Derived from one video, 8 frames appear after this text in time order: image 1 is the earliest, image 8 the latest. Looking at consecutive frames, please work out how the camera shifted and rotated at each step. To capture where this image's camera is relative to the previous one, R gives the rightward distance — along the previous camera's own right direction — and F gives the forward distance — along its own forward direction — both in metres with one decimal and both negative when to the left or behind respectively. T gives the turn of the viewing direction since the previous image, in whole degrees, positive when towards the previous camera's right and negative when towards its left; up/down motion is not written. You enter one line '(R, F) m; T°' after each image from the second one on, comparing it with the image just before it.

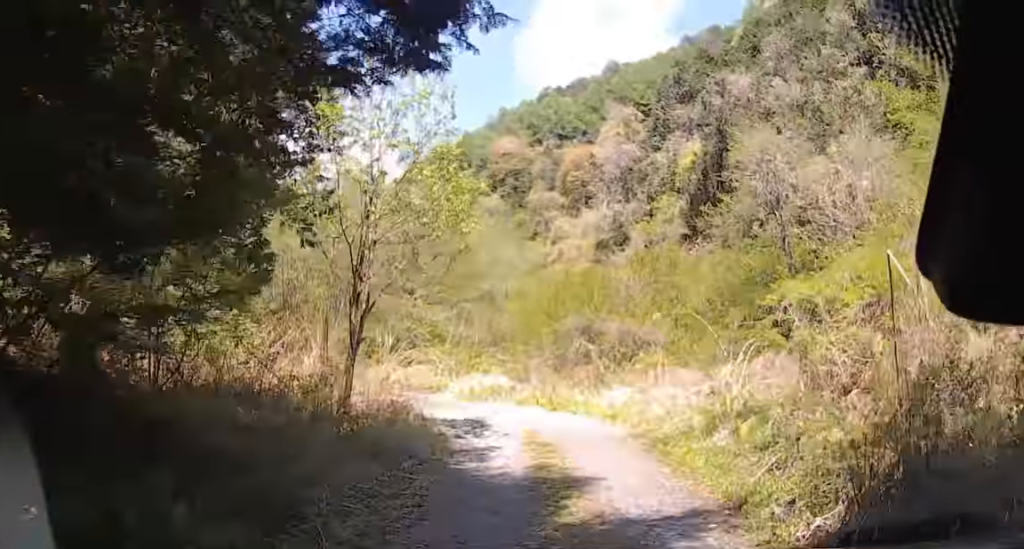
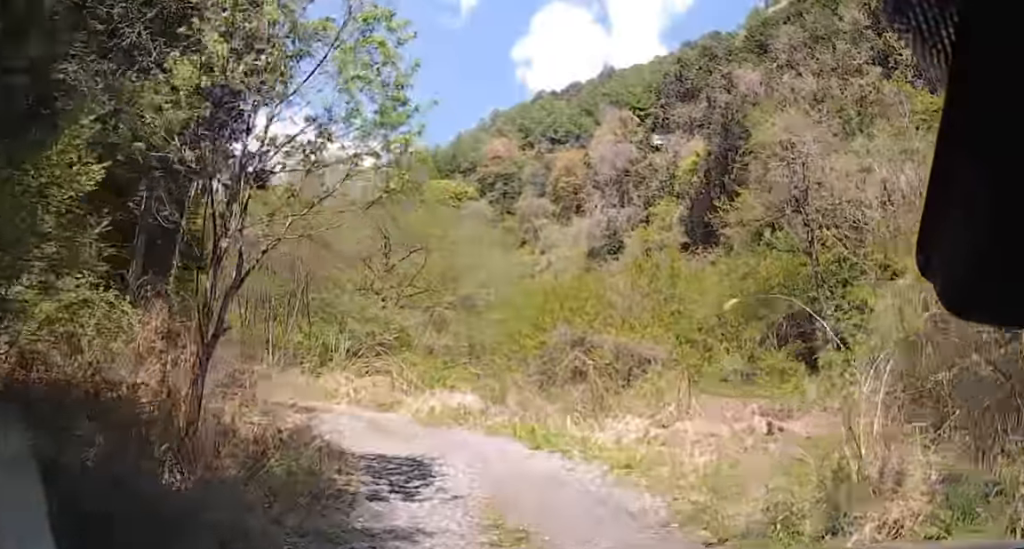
(-0.6, +4.9) m; -5°
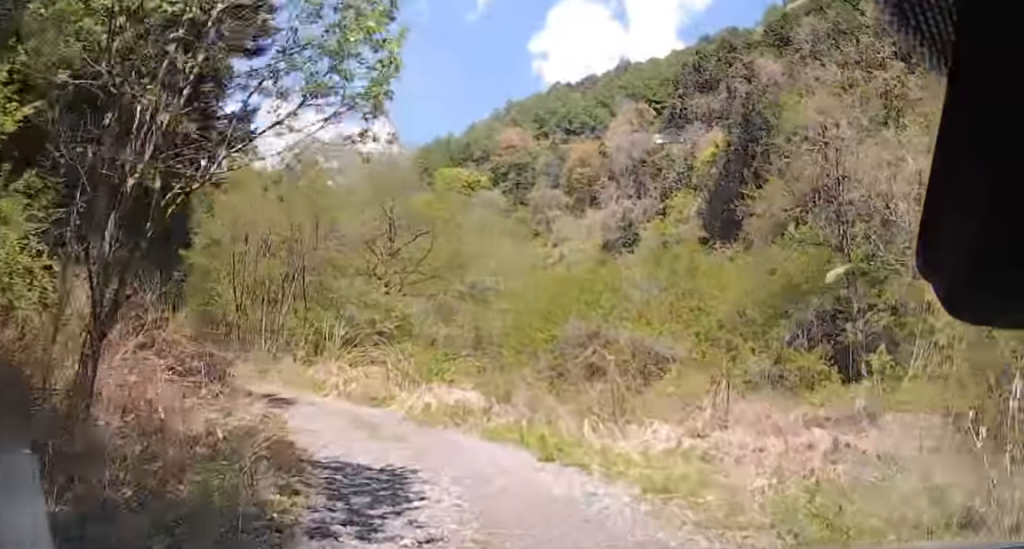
(-0.4, +2.1) m; +5°
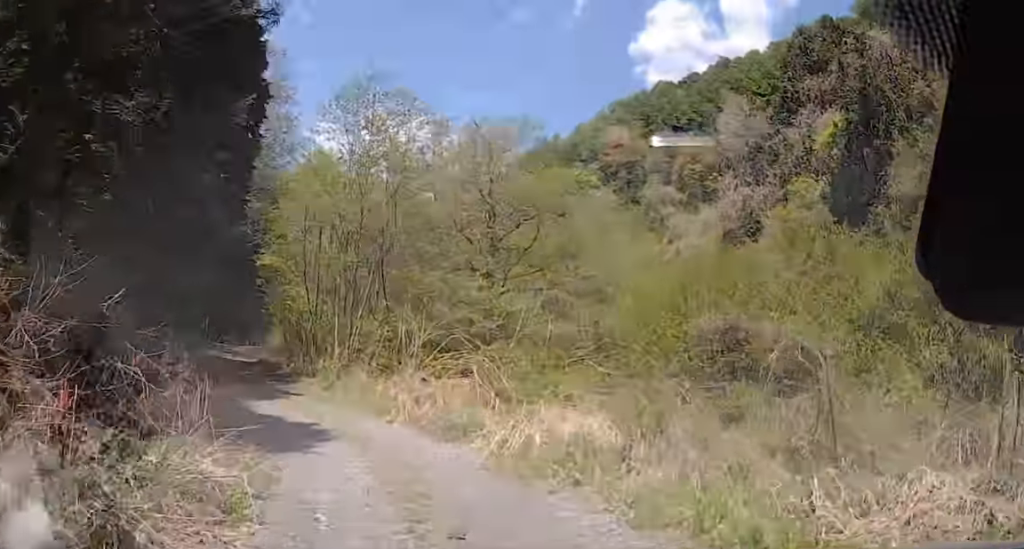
(+1.3, +5.3) m; +8°
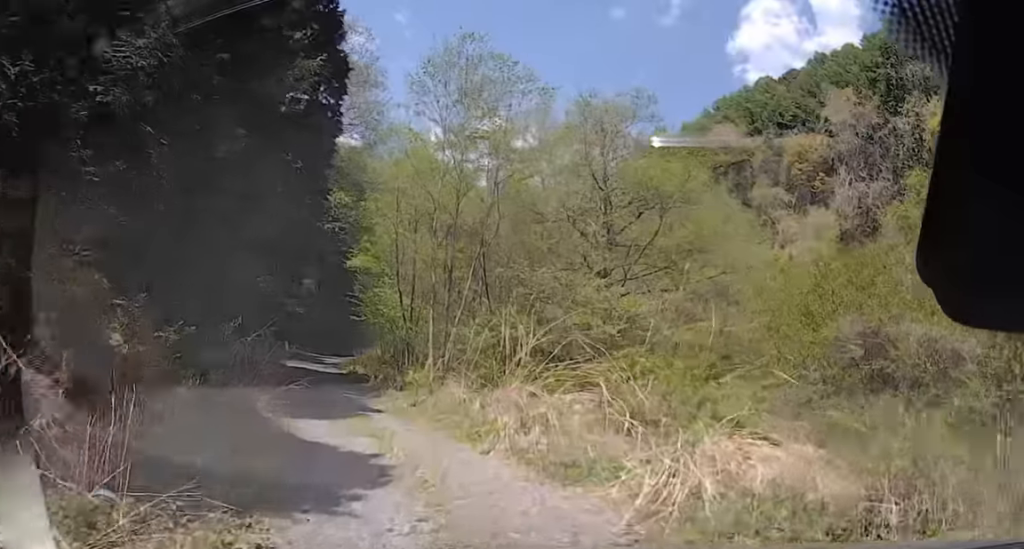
(-0.3, +4.4) m; -5°
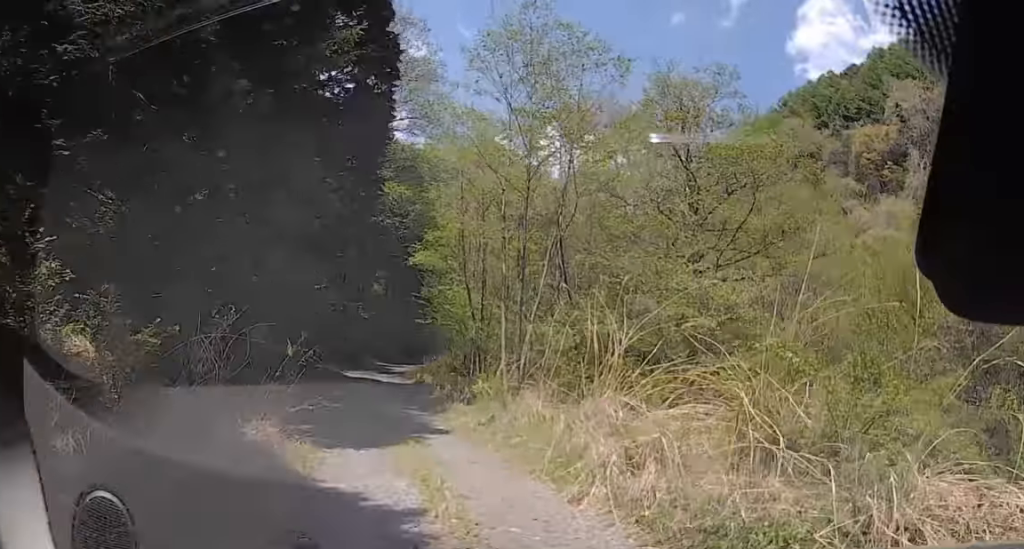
(-0.3, +3.9) m; -6°
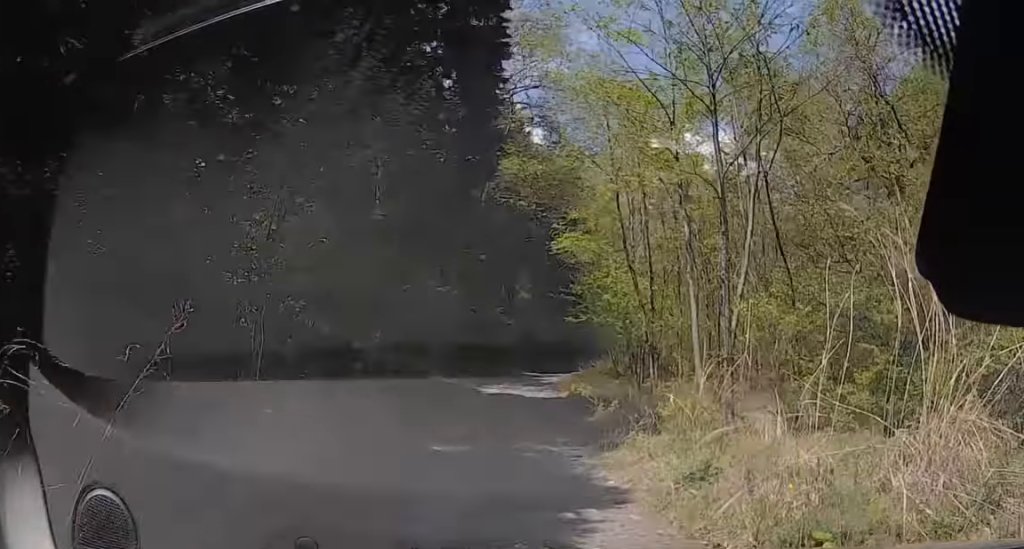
(-0.6, +7.2) m; -11°
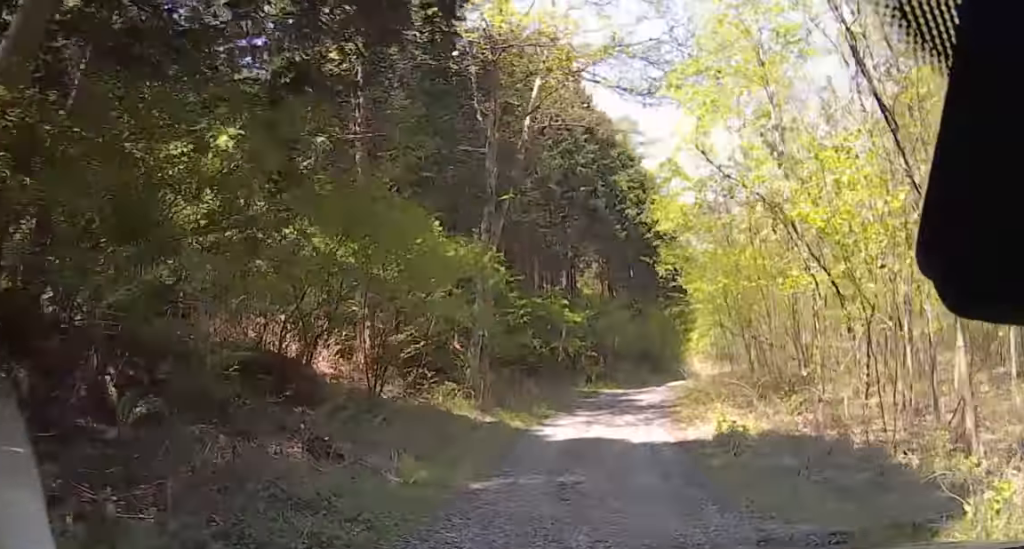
(-2.3, +12.1) m; -20°
